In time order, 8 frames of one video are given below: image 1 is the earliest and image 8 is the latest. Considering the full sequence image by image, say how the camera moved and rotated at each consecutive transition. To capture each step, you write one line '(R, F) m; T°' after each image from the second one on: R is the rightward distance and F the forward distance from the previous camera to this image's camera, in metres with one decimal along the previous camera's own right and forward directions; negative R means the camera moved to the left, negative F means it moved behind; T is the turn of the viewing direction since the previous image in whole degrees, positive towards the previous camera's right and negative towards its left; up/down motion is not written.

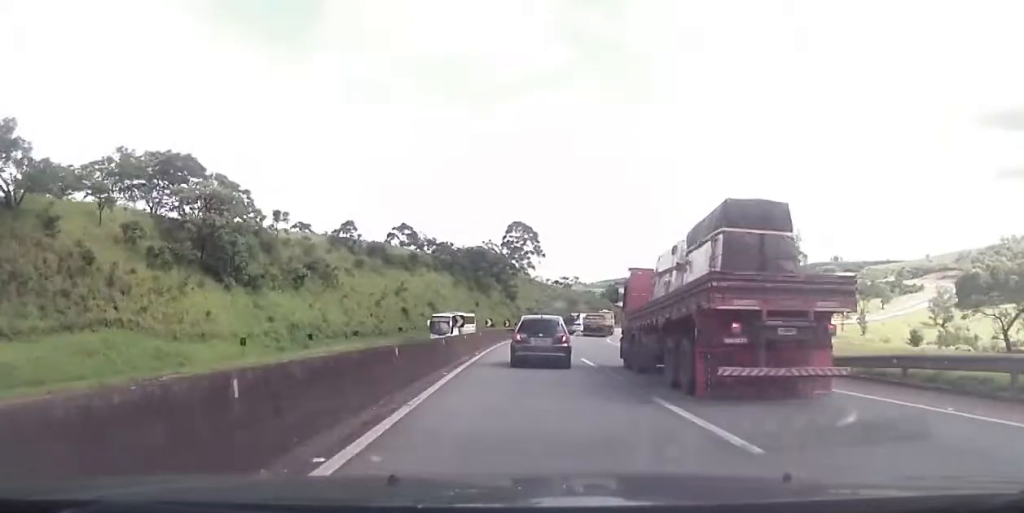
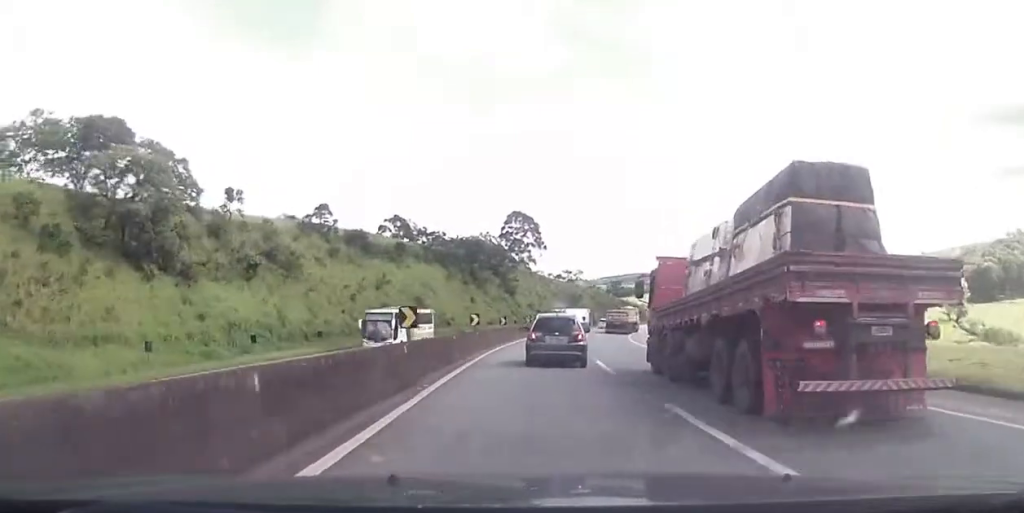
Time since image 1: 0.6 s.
(0.0, +15.0) m; 0°
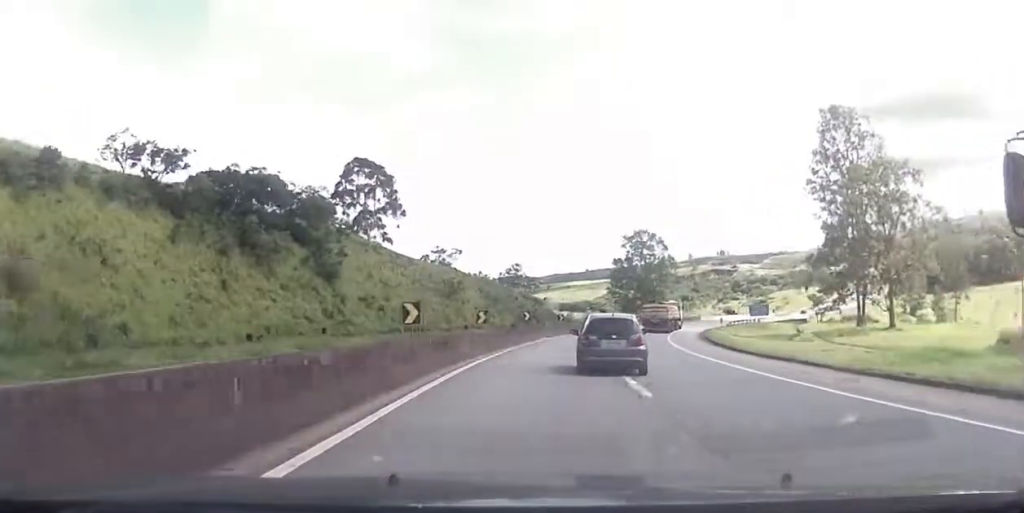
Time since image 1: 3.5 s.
(+3.8, +72.7) m; +8°
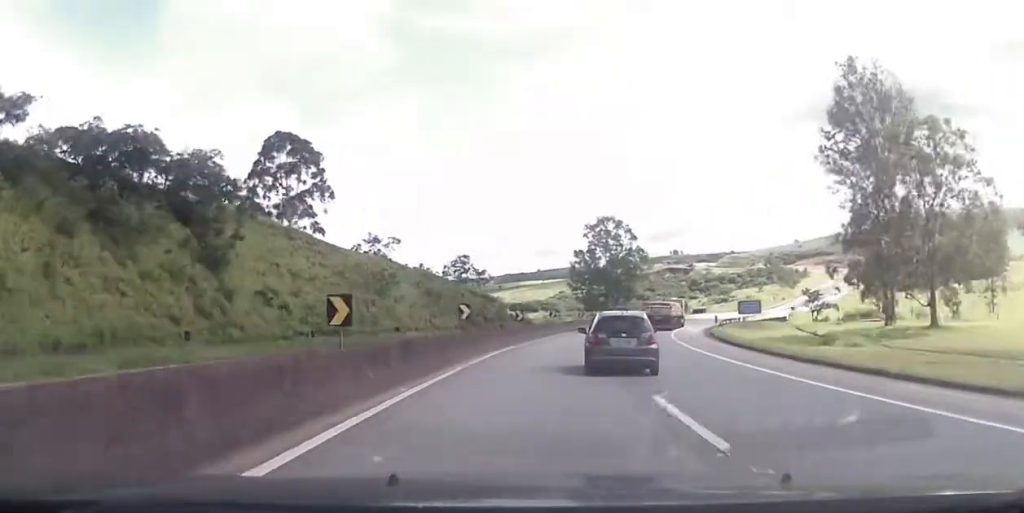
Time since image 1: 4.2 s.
(+0.7, +18.9) m; +3°
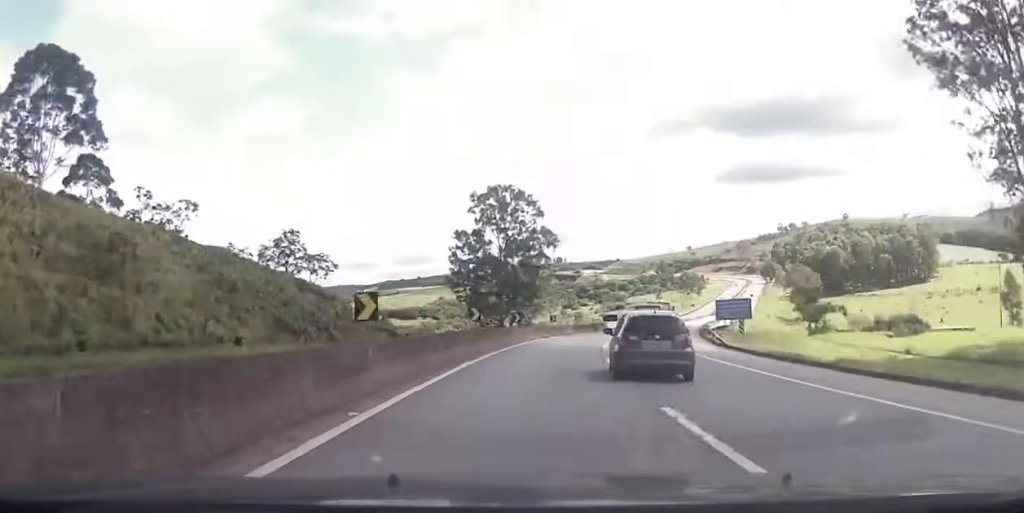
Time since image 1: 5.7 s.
(+2.6, +39.9) m; +9°
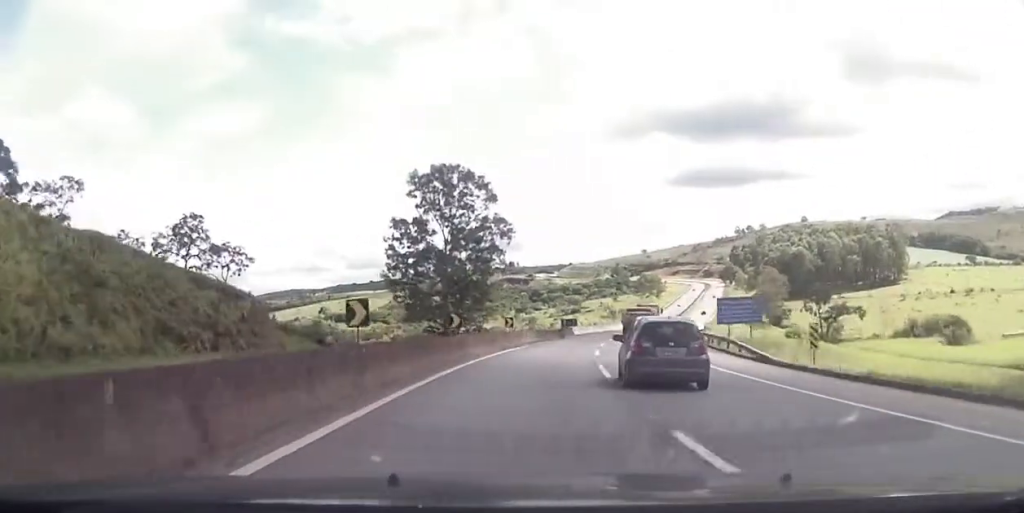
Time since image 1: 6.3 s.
(+0.5, +14.9) m; +4°
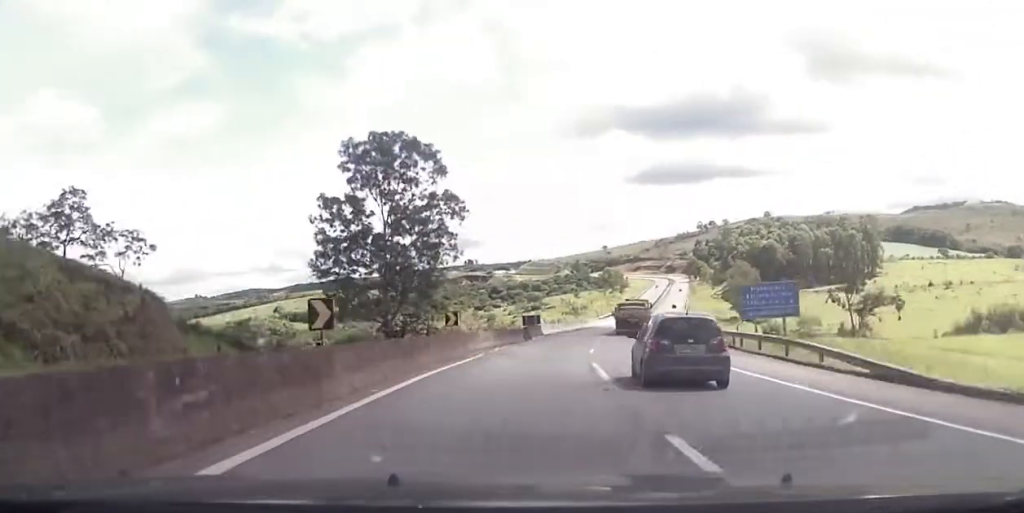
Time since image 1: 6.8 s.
(+0.5, +14.1) m; +3°
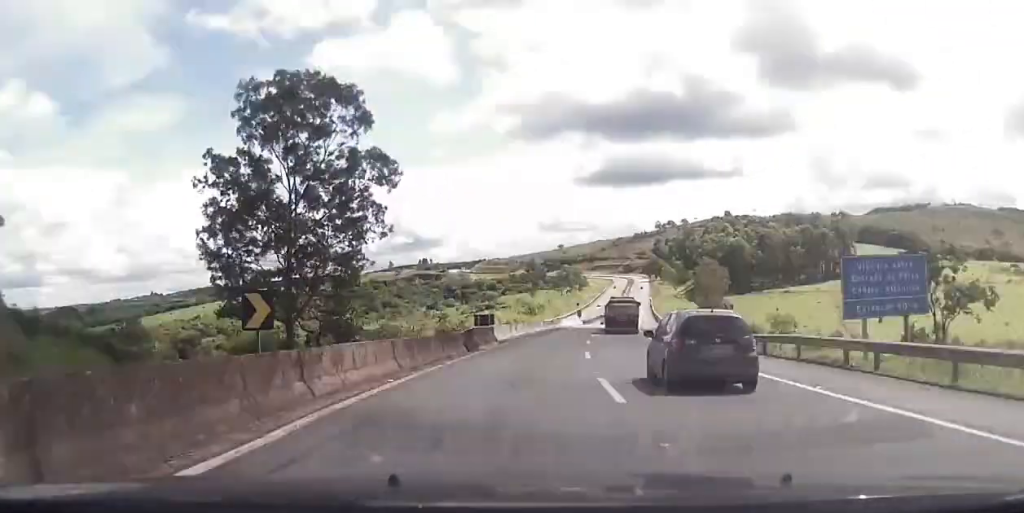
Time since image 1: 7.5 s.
(+0.5, +16.9) m; +3°
